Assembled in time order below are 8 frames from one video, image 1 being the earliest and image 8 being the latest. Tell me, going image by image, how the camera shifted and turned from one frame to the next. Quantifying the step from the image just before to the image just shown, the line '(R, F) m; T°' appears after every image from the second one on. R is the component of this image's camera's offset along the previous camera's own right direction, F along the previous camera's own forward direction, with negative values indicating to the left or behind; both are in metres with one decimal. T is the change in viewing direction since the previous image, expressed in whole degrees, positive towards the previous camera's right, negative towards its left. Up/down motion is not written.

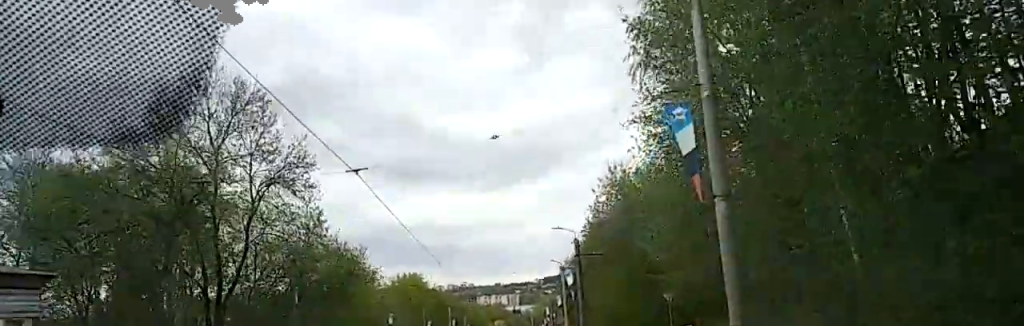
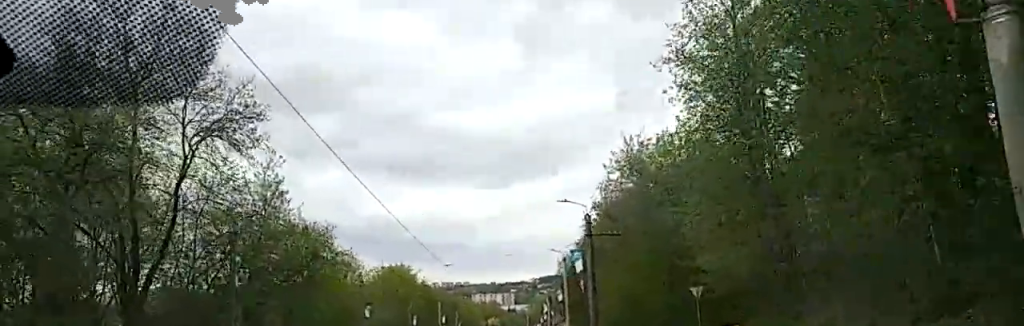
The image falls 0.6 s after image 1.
(+0.3, +10.0) m; +1°
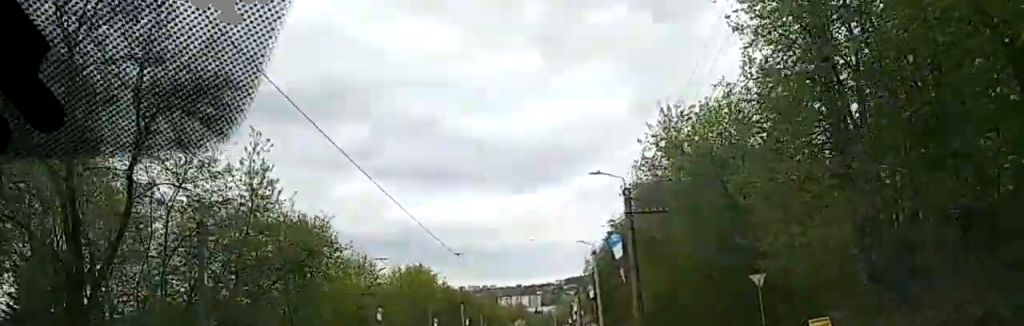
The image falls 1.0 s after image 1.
(-0.1, +7.4) m; 0°
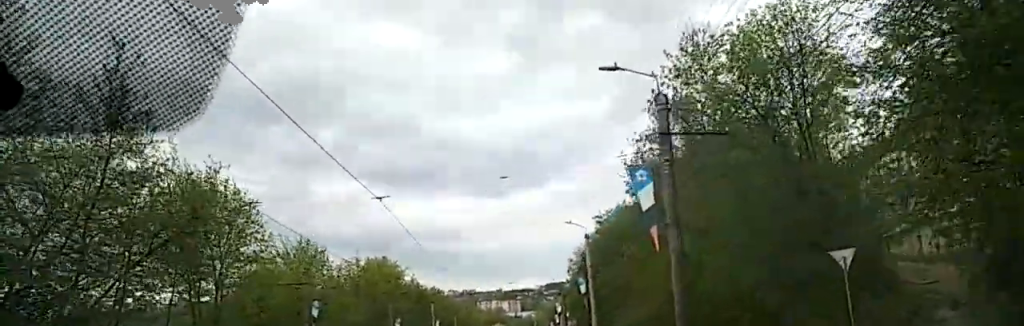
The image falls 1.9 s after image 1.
(0.0, +14.2) m; +1°
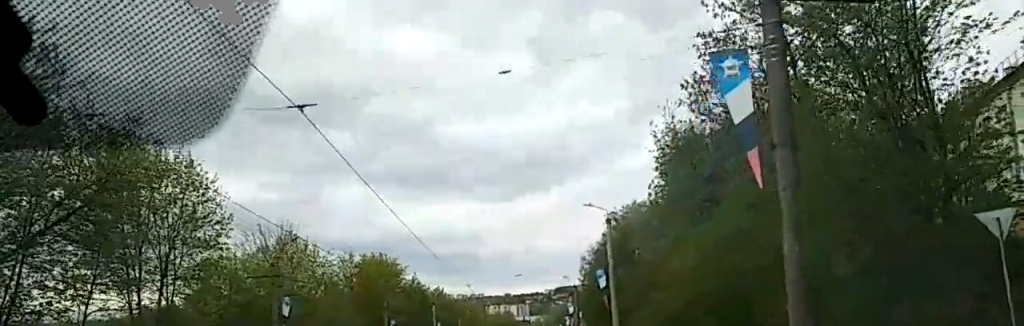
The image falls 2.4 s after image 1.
(+0.2, +8.2) m; +1°
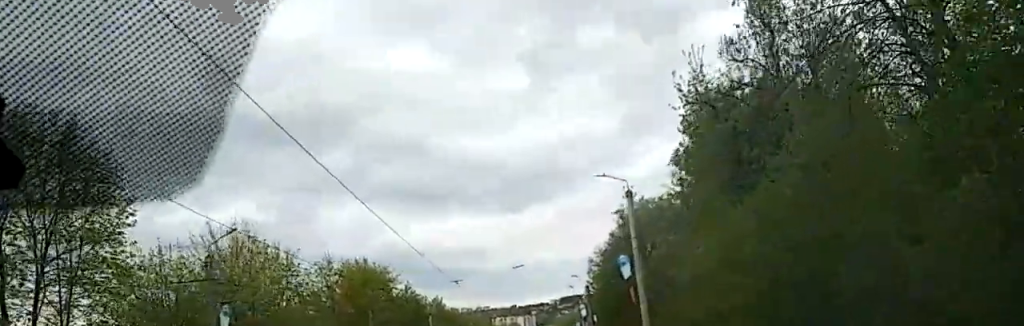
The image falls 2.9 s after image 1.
(+0.1, +9.7) m; +1°
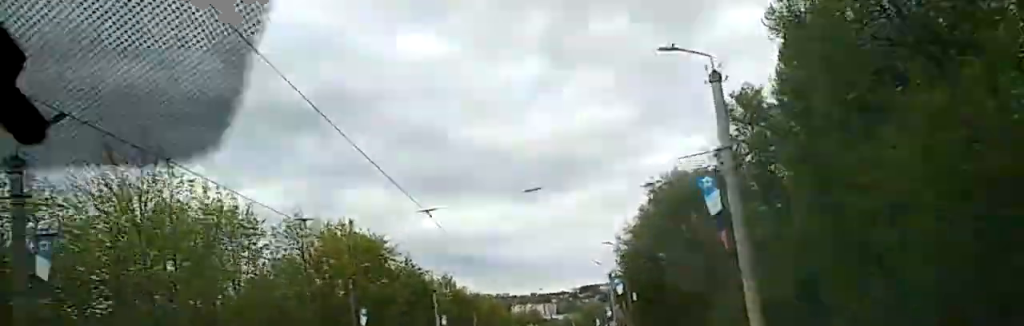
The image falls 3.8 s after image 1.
(0.0, +14.6) m; 0°
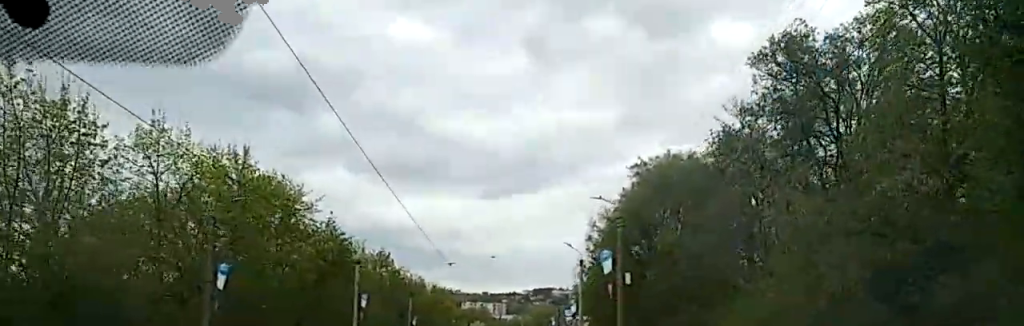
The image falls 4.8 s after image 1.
(+0.1, +17.6) m; 0°
